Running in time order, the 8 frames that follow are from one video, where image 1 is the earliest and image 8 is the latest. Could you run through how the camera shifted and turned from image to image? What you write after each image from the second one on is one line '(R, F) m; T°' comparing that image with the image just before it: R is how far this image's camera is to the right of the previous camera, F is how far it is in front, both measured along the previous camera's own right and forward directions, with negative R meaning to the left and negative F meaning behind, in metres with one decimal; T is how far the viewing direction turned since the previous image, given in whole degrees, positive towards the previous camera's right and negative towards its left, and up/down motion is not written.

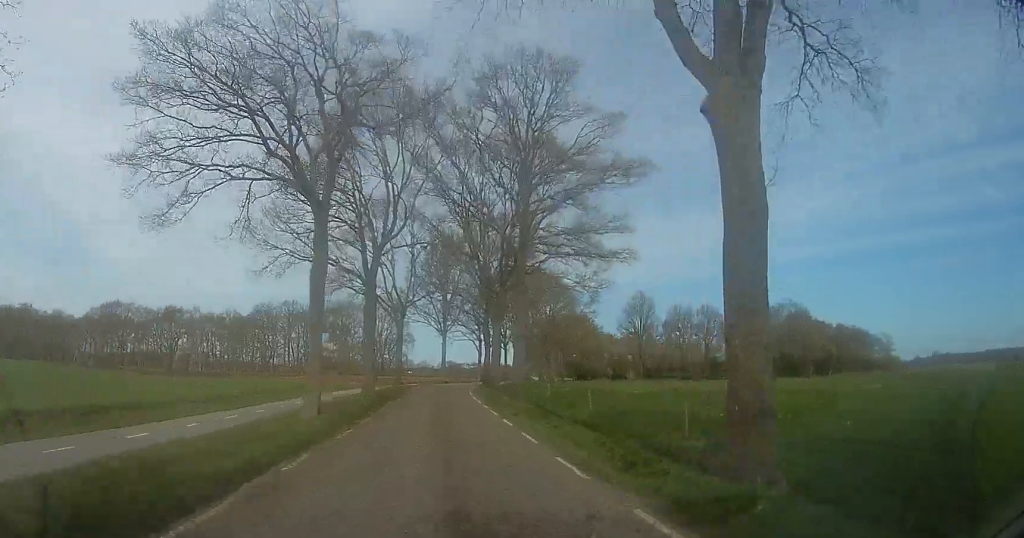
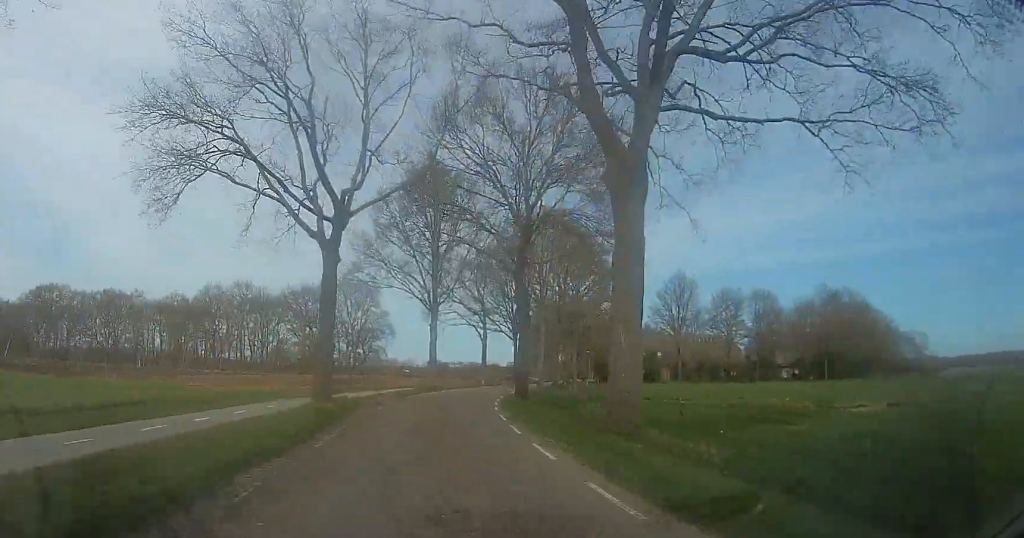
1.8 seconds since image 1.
(-0.2, +26.5) m; 0°
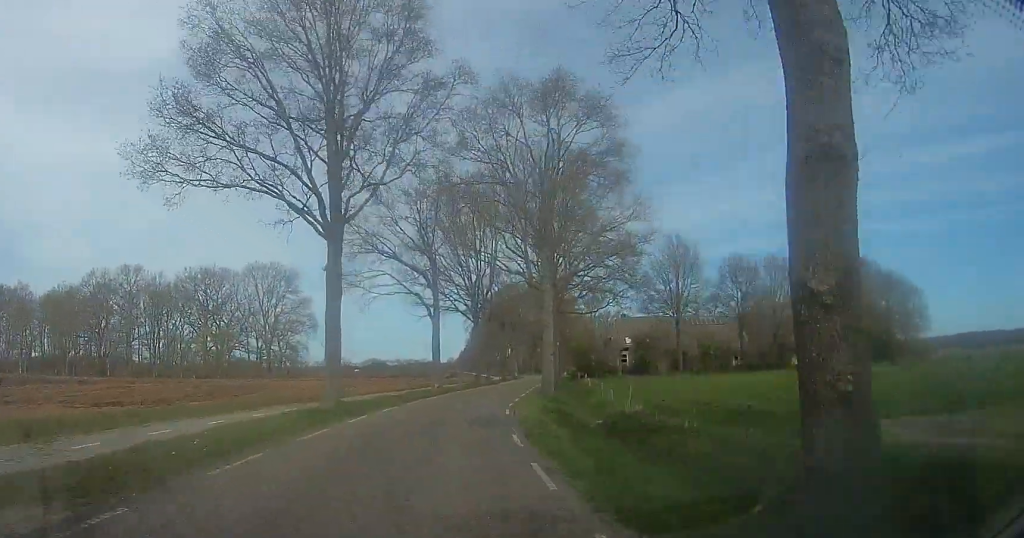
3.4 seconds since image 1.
(+1.5, +22.8) m; +3°
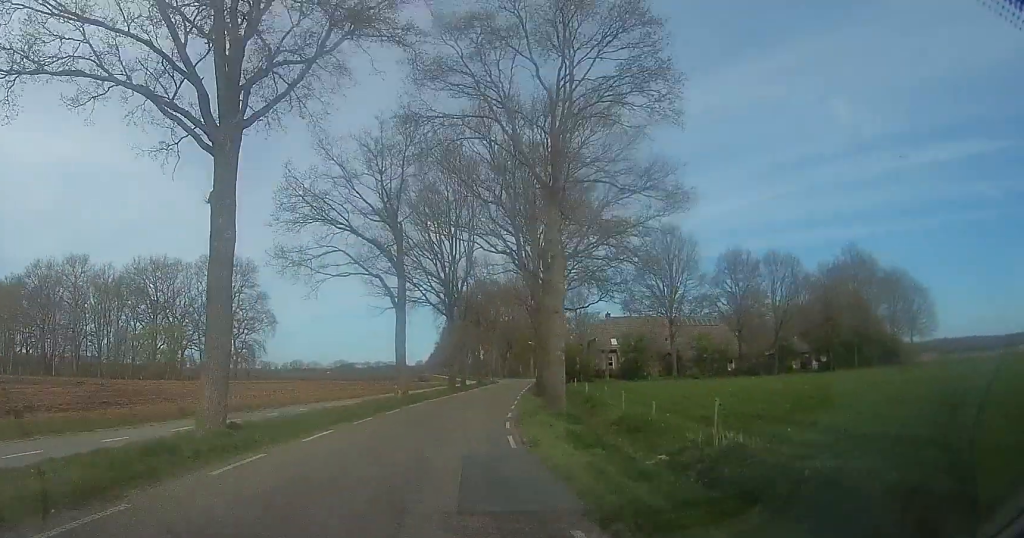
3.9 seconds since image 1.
(-0.4, +7.7) m; 0°
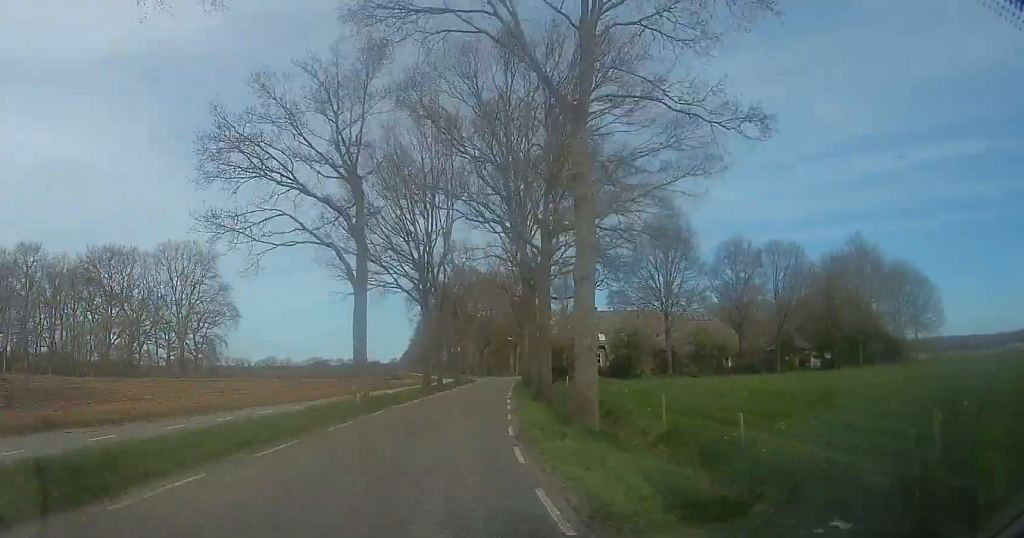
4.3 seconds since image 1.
(+0.4, +6.3) m; +4°
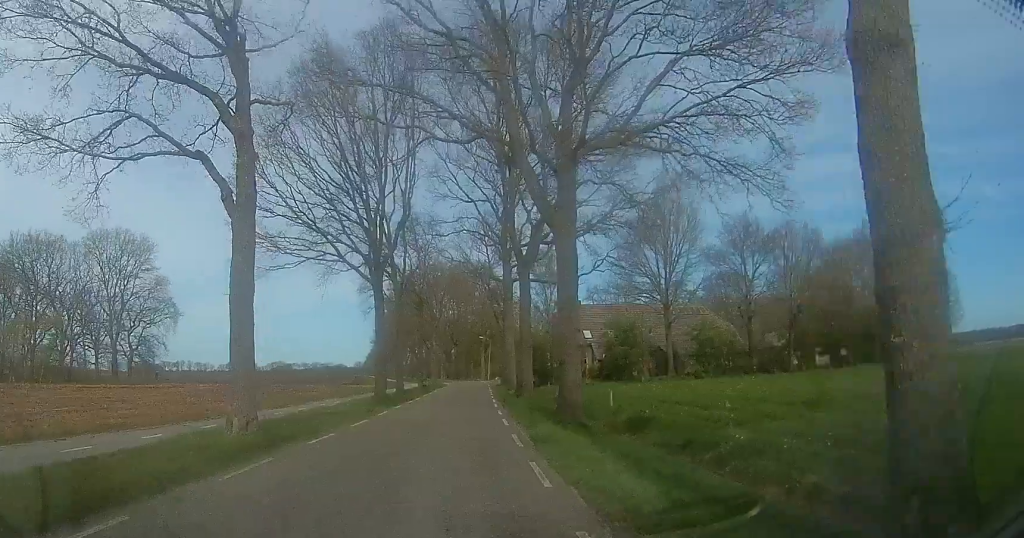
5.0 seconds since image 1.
(+0.3, +9.6) m; +6°
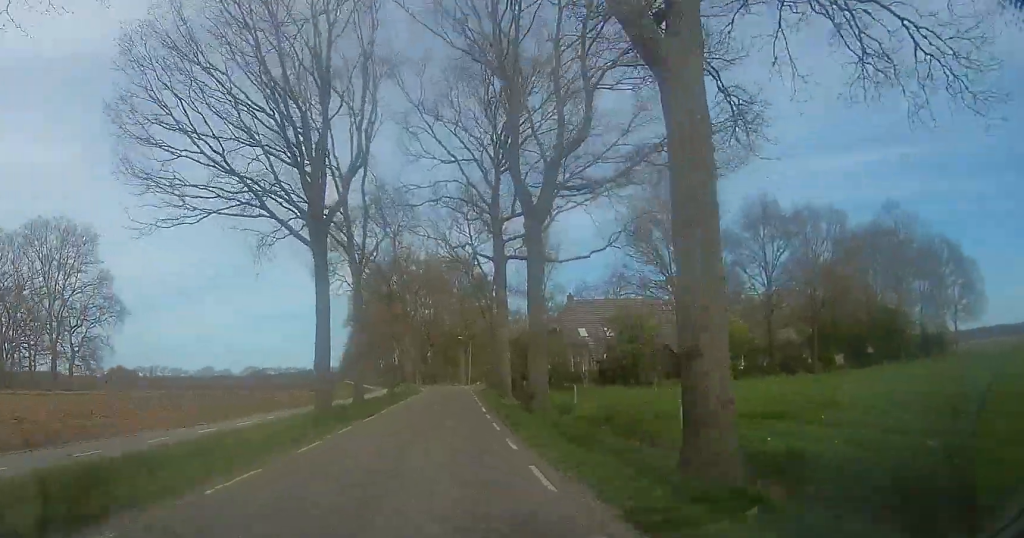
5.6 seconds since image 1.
(+0.8, +8.3) m; +2°
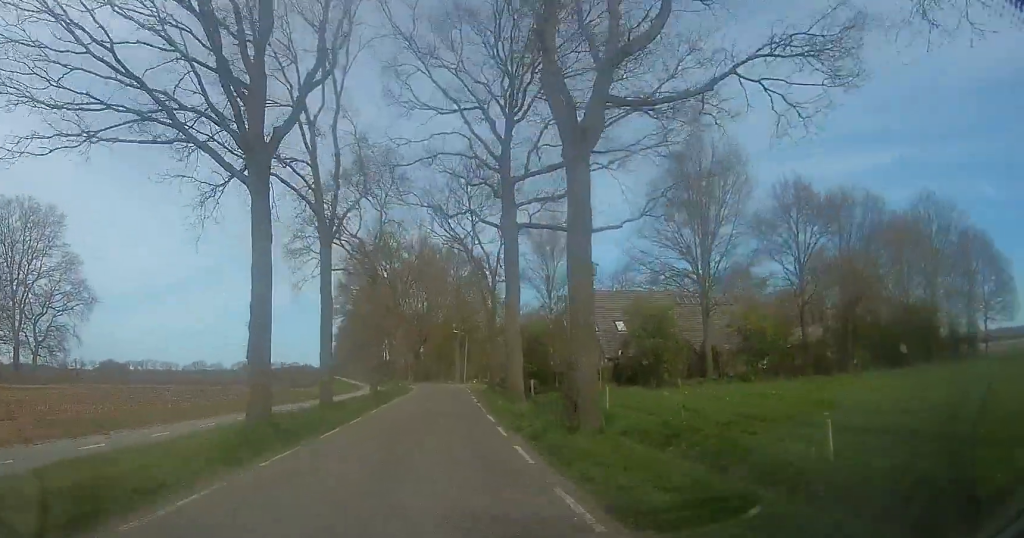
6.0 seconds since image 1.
(+0.2, +5.9) m; +1°
